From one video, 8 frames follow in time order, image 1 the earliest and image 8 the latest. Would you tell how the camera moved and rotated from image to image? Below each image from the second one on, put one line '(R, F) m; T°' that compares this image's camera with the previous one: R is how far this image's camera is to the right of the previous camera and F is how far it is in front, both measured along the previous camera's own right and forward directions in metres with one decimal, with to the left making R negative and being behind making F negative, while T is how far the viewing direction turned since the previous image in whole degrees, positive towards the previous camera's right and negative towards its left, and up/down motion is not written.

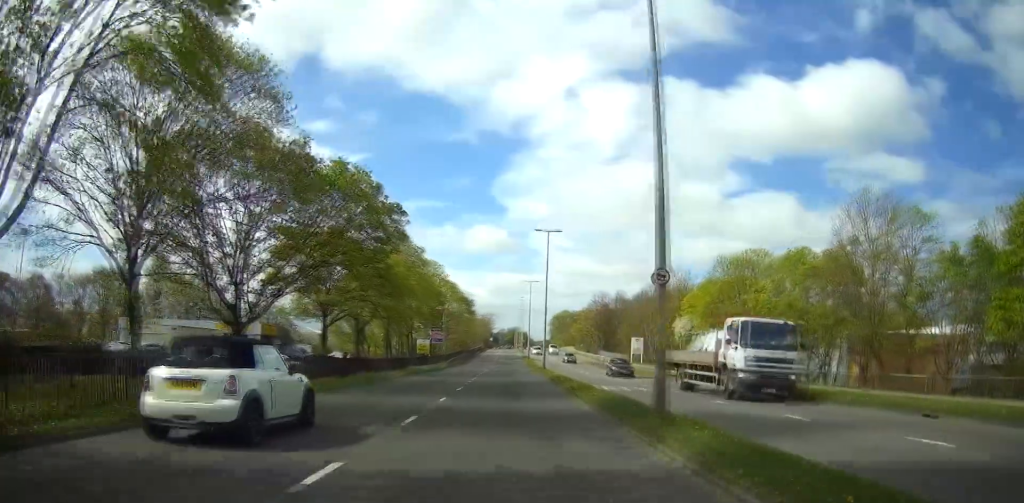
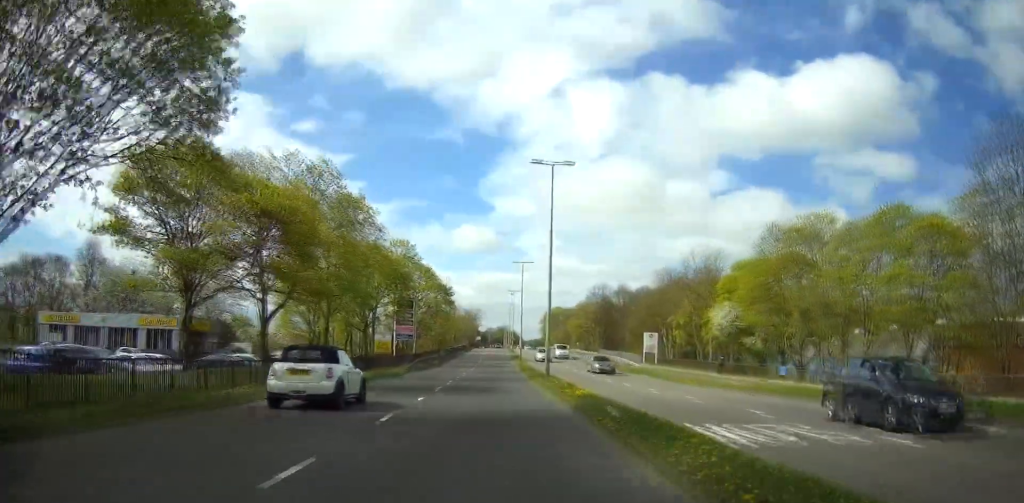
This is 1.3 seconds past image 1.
(+0.1, +18.1) m; 0°
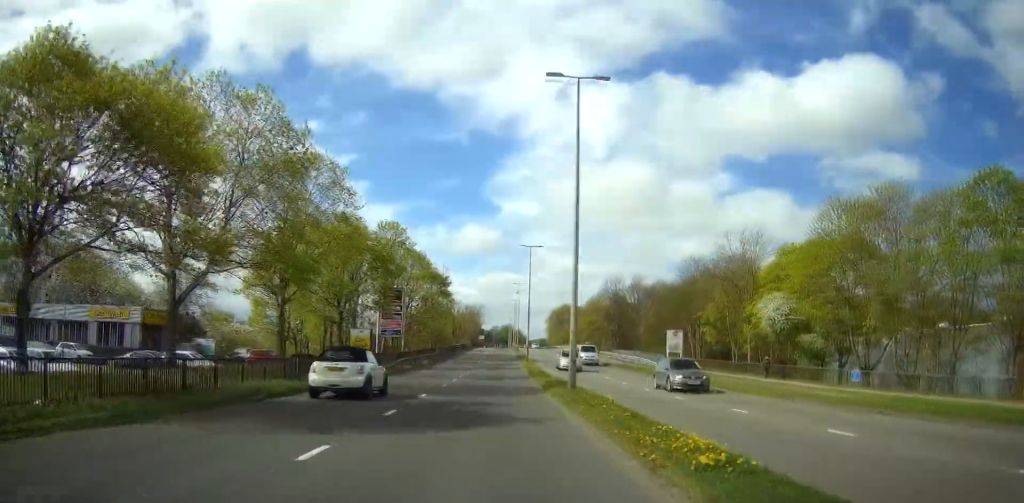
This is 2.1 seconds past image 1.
(-0.1, +10.8) m; 0°
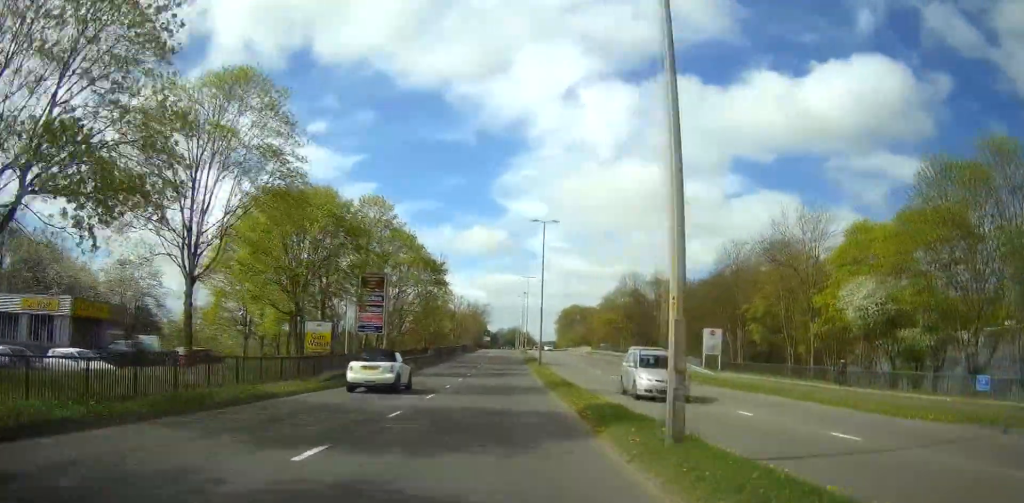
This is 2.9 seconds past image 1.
(0.0, +12.3) m; 0°
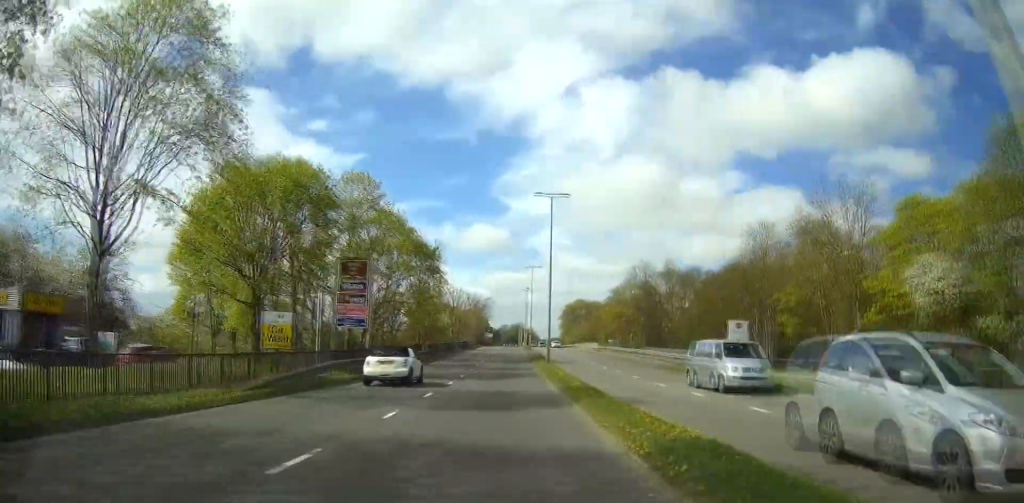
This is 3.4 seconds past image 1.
(0.0, +6.8) m; 0°
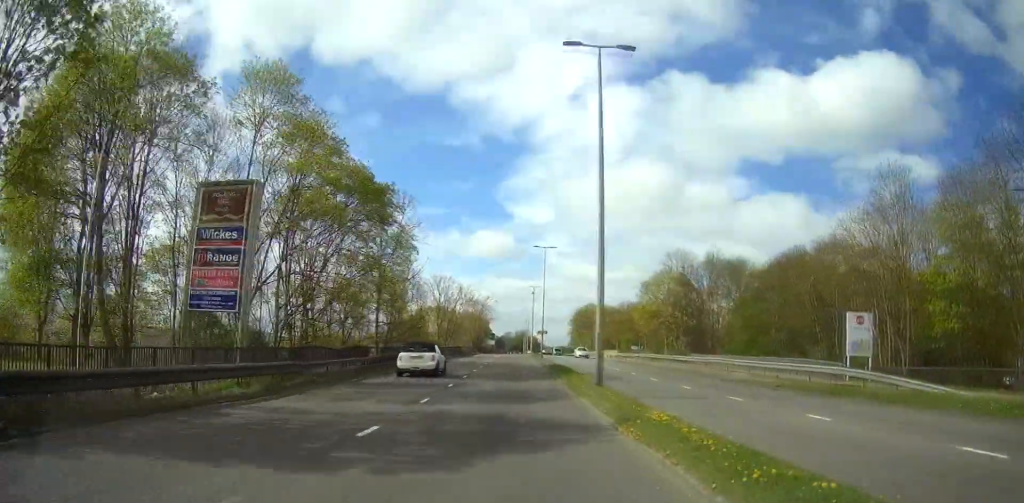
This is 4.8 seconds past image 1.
(-0.1, +21.3) m; 0°
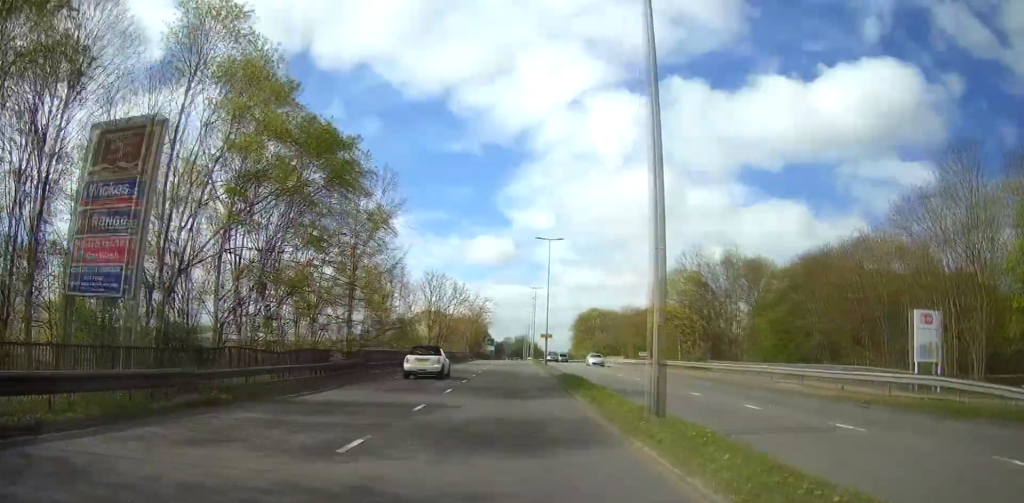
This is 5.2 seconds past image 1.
(0.0, +7.3) m; 0°
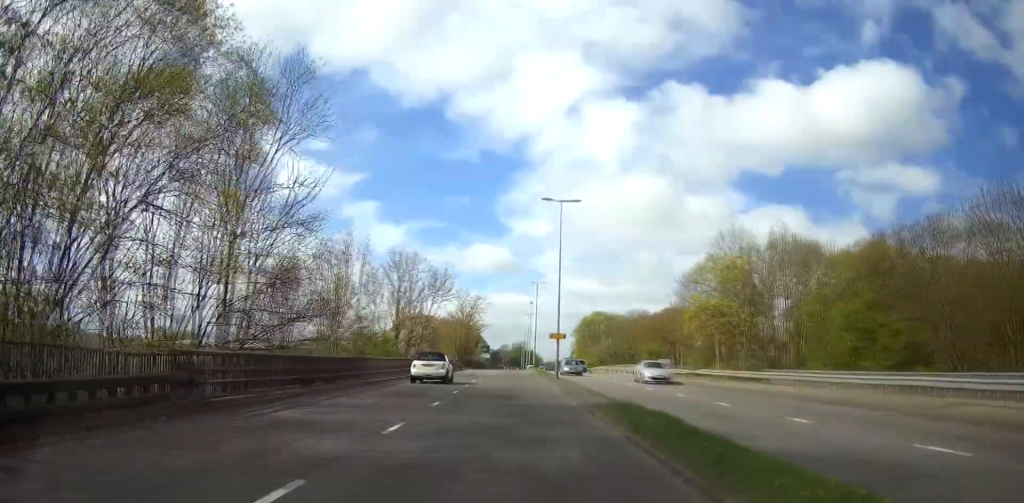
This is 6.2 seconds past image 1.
(+0.1, +15.4) m; +1°
